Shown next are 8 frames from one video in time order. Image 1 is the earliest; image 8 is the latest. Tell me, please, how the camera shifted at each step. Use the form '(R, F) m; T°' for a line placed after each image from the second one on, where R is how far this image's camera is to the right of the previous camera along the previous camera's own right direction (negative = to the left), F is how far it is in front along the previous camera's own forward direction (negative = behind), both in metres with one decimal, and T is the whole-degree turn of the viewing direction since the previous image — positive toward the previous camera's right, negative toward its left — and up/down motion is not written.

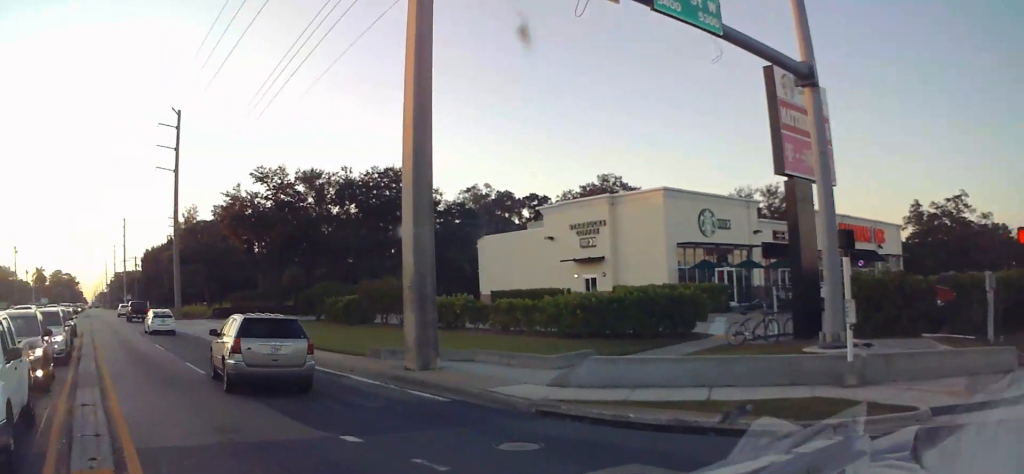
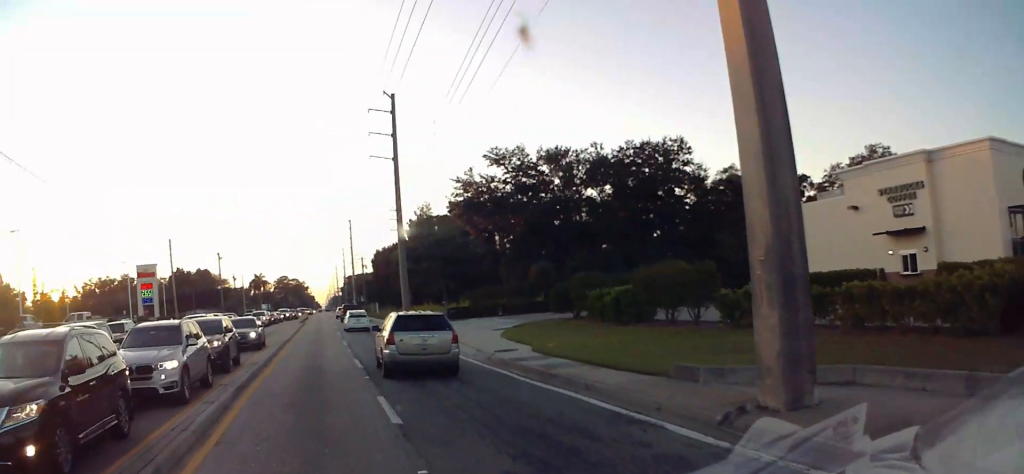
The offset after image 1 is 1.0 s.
(-2.7, +6.9) m; -32°
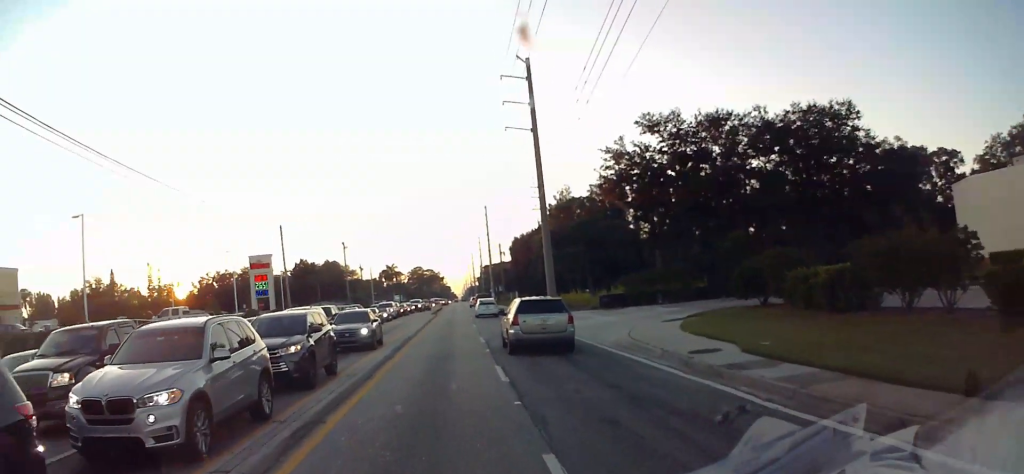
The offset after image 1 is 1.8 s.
(-0.9, +5.7) m; -12°
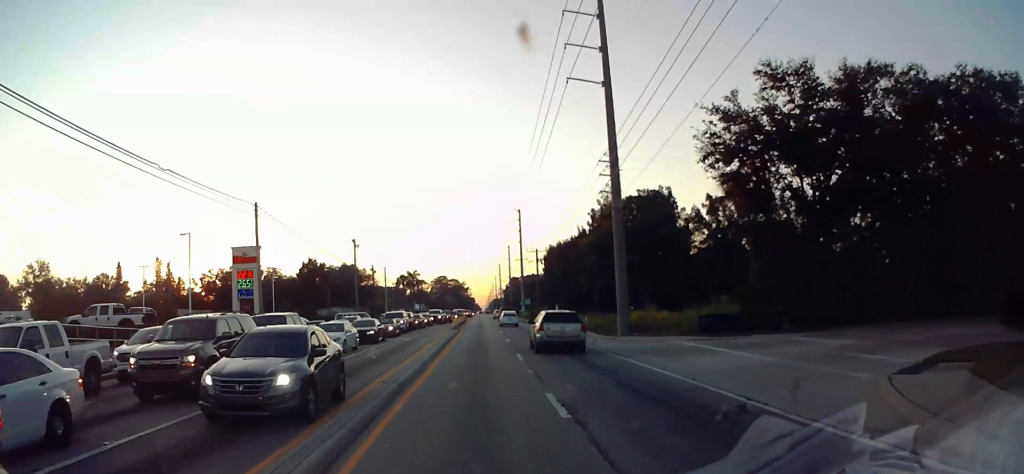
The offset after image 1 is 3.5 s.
(-0.8, +13.3) m; -3°
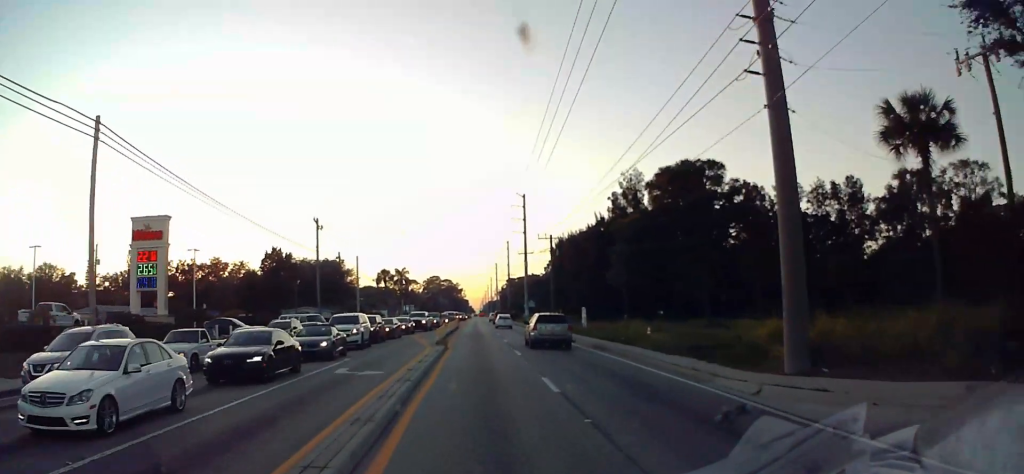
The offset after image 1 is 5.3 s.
(0.0, +17.6) m; 0°
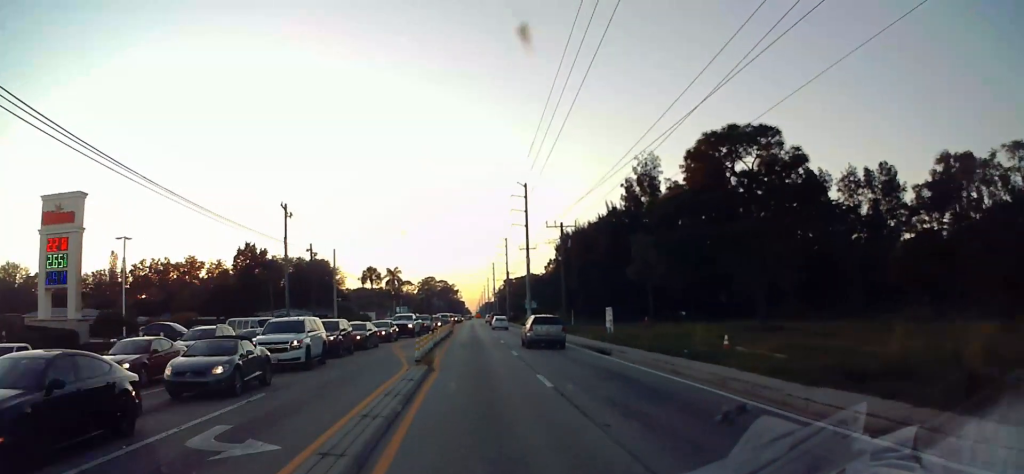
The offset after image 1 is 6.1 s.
(0.0, +9.5) m; 0°
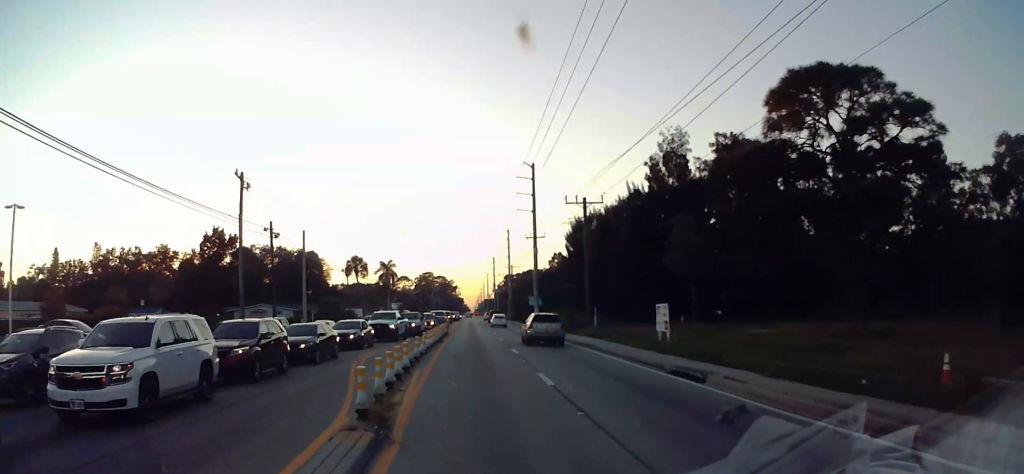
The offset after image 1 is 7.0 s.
(0.0, +10.5) m; 0°
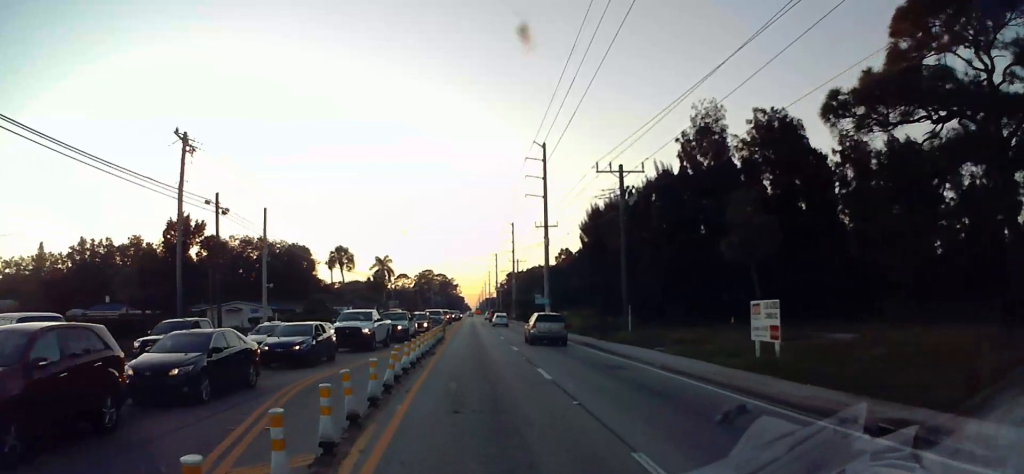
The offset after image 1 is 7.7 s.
(0.0, +9.5) m; 0°
